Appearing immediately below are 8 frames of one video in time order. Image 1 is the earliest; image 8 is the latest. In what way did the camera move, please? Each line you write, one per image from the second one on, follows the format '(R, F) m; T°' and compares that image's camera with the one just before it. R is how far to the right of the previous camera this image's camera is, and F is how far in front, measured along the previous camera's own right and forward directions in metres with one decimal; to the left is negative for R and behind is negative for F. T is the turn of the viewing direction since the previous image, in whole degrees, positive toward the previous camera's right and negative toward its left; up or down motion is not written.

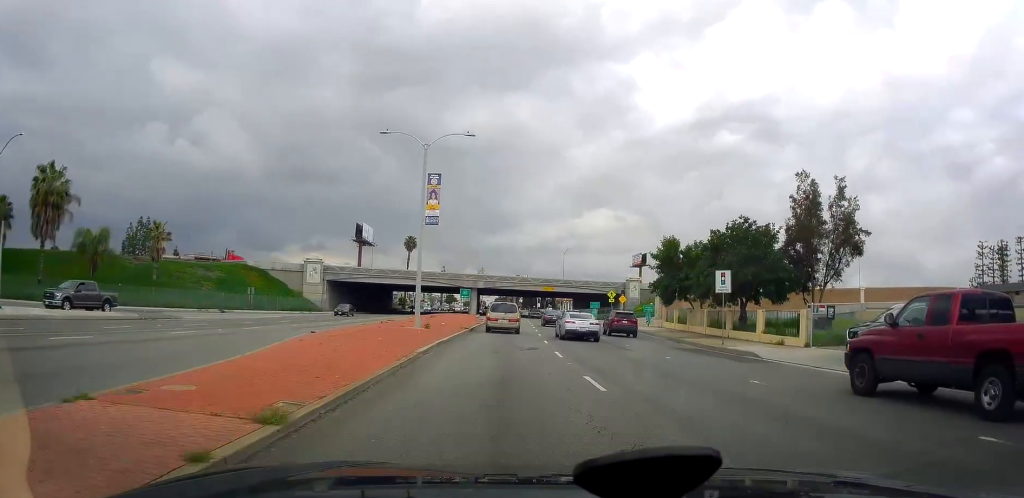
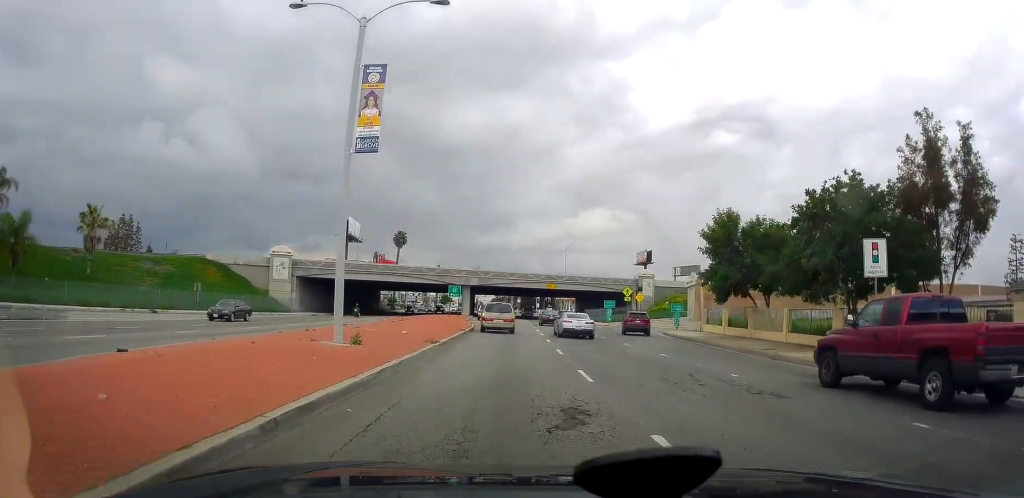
(+0.4, +13.1) m; +4°
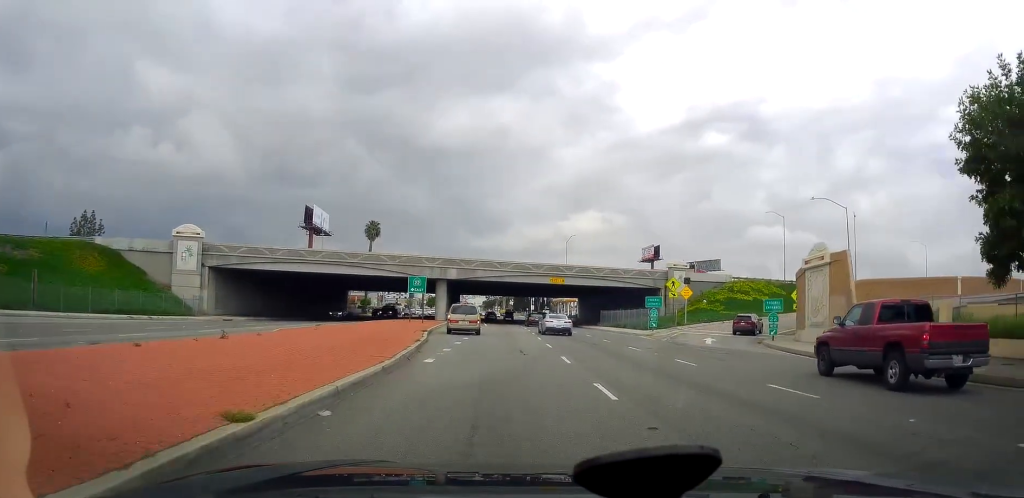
(+0.1, +24.1) m; 0°
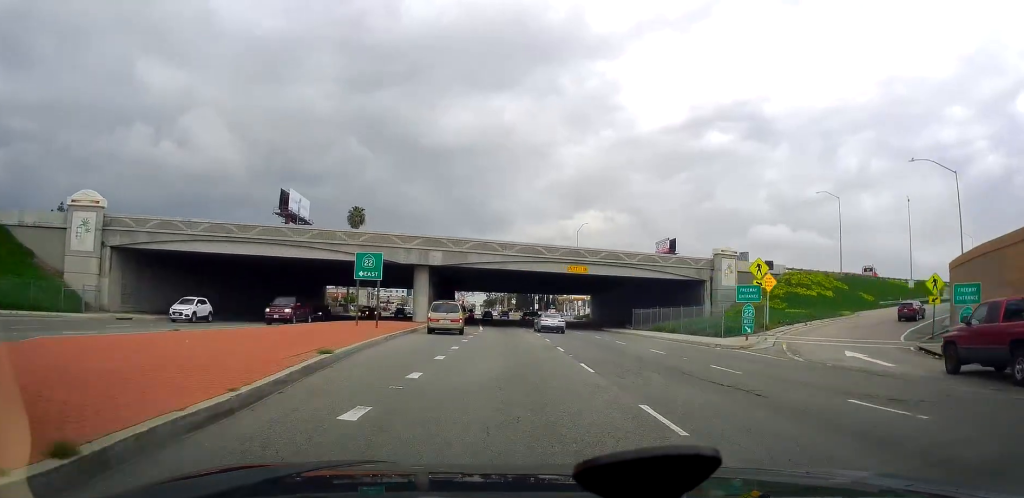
(-0.2, +16.9) m; -3°
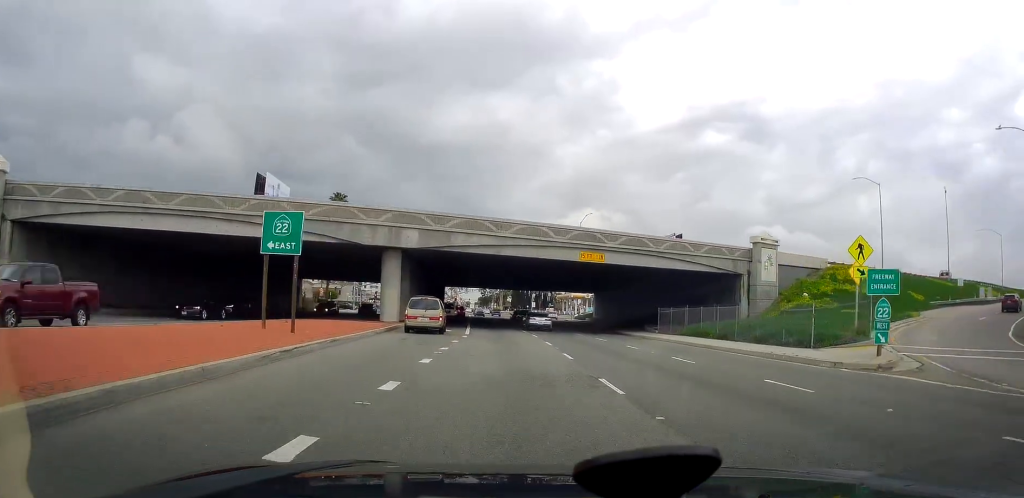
(-0.2, +10.7) m; 0°
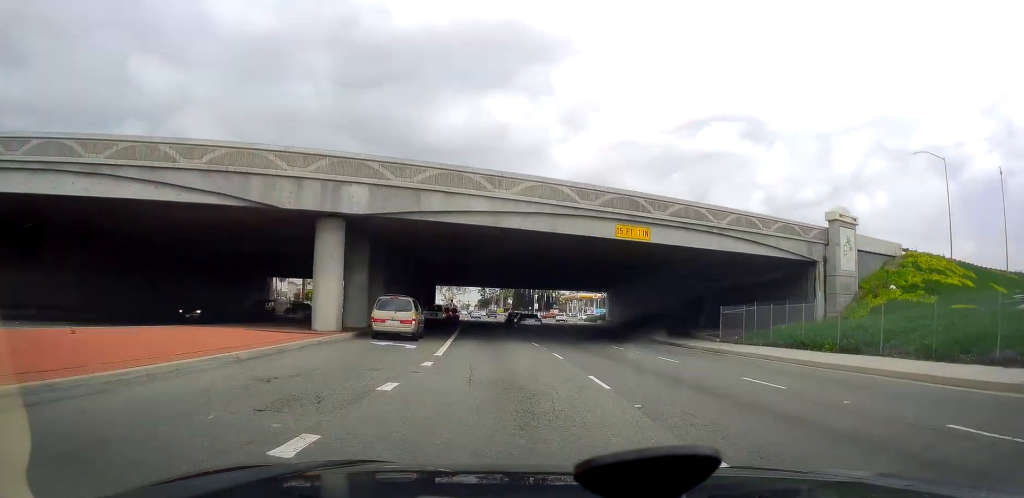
(+0.3, +12.9) m; +1°
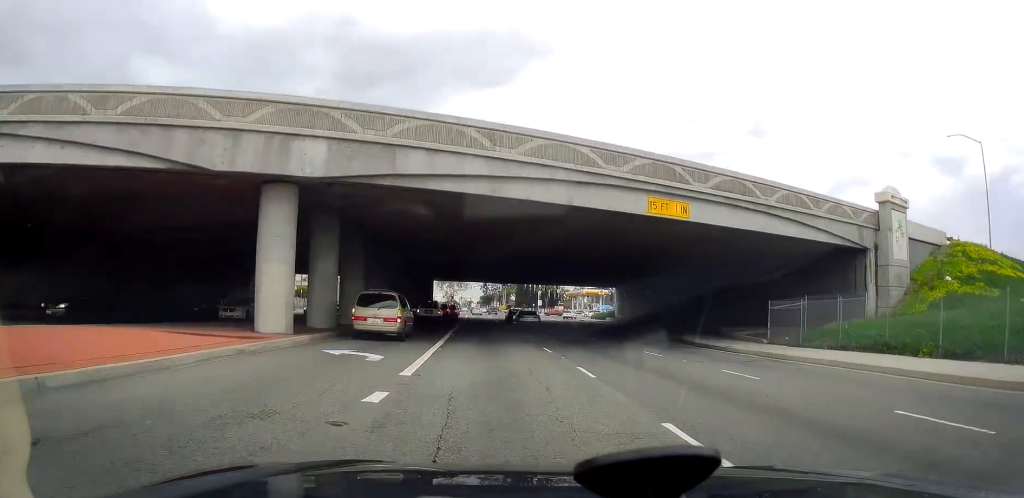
(+0.1, +5.7) m; 0°
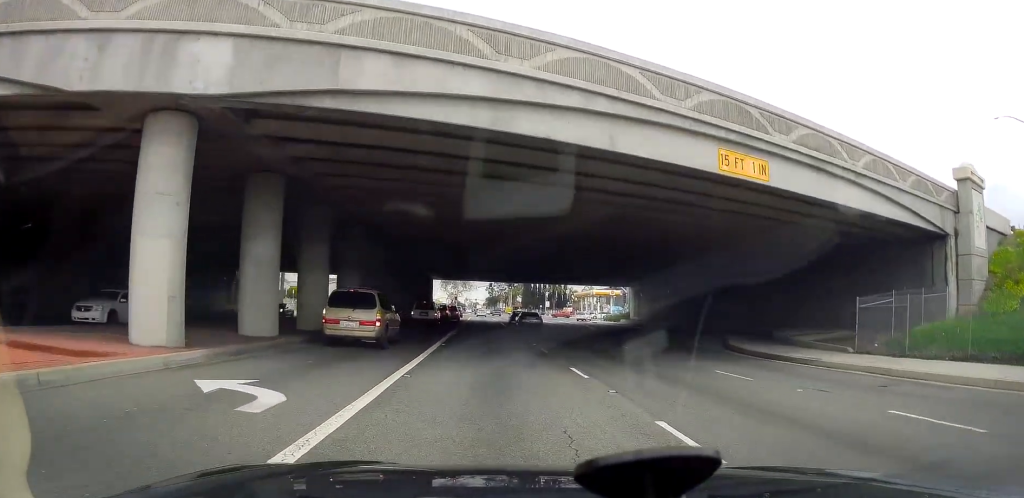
(-0.2, +6.6) m; -1°
